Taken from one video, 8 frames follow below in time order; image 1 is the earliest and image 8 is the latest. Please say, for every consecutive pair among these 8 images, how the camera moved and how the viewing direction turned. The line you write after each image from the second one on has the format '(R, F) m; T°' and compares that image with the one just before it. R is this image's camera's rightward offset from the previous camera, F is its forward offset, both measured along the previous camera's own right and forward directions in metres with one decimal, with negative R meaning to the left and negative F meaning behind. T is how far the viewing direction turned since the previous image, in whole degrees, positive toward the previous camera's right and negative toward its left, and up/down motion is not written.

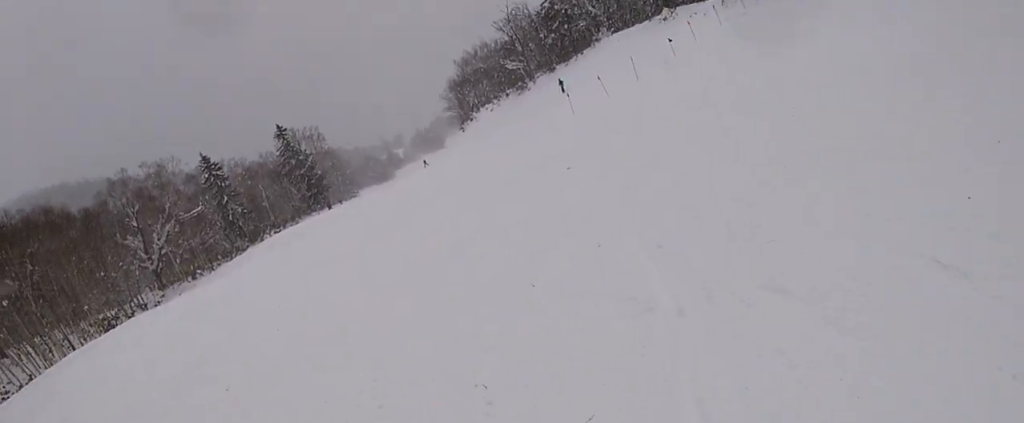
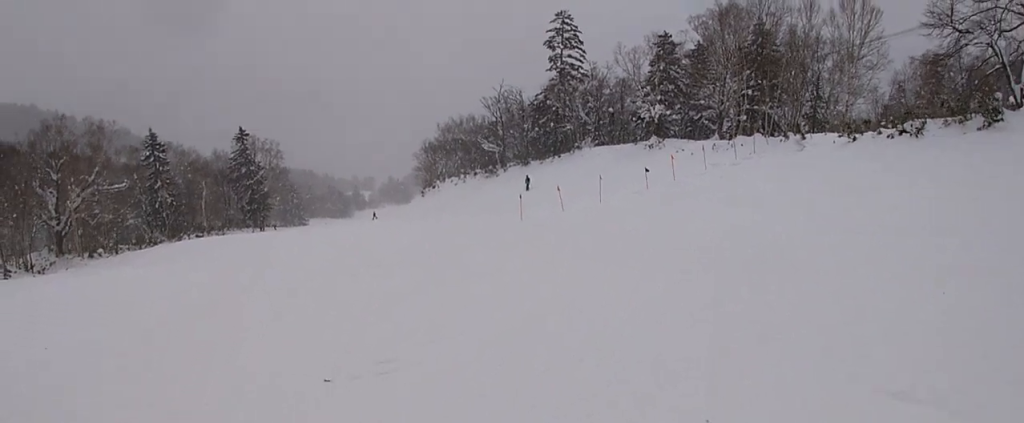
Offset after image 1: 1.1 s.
(-0.4, +5.2) m; -16°
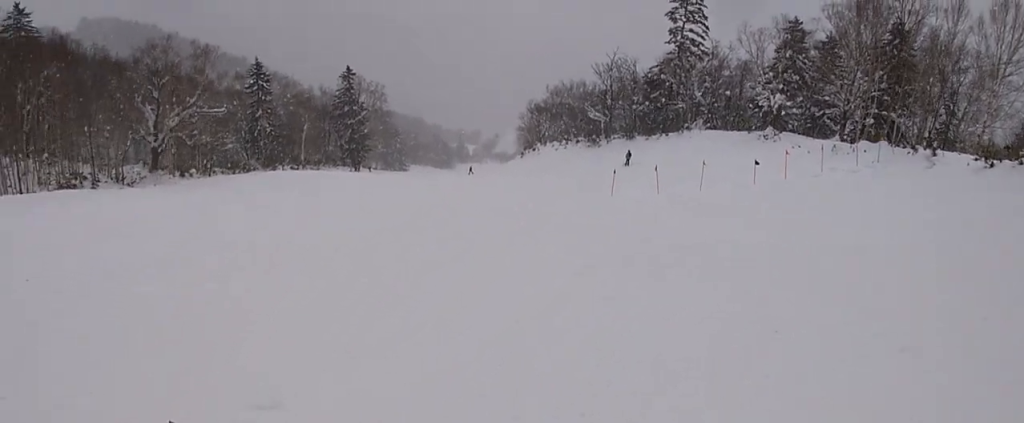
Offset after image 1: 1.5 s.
(-0.4, +2.0) m; -8°
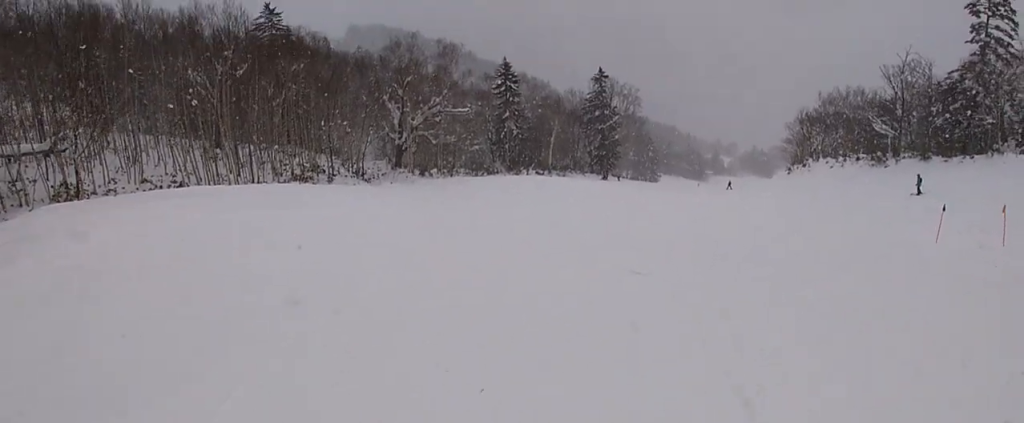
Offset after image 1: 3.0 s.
(-0.8, +7.4) m; -2°
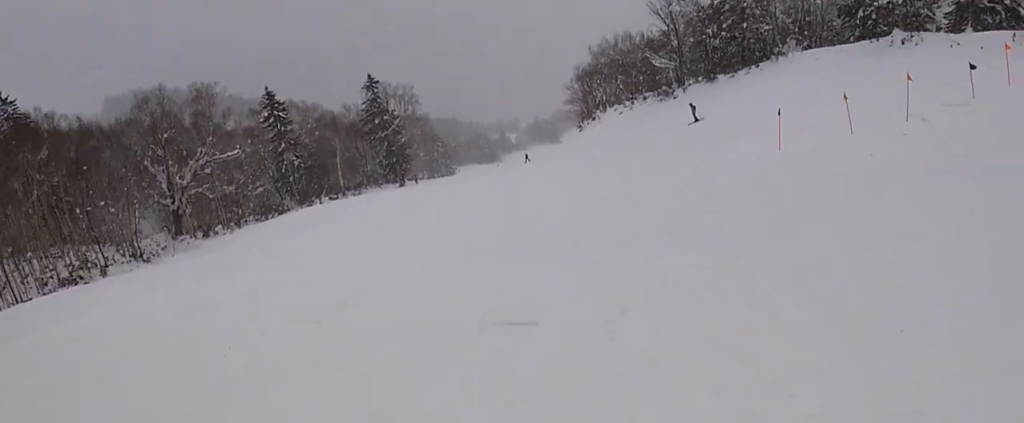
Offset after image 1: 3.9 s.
(0.0, +3.9) m; +13°
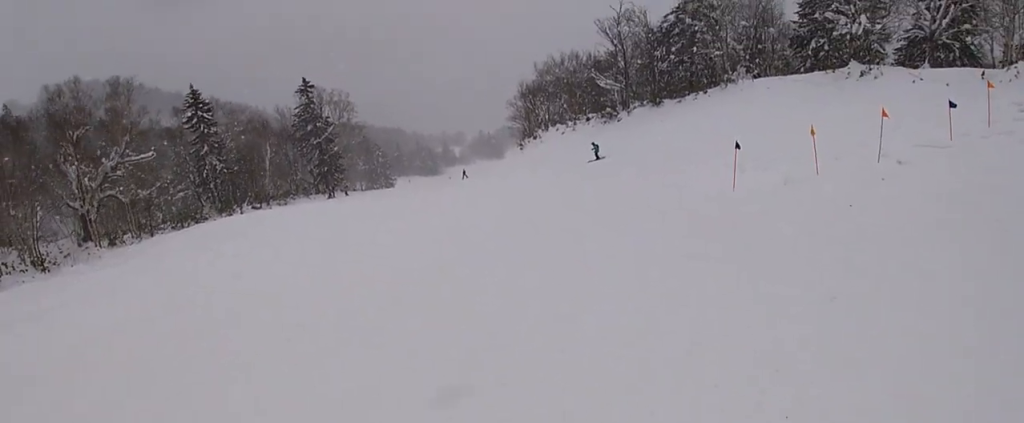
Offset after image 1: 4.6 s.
(+1.0, +3.9) m; -4°
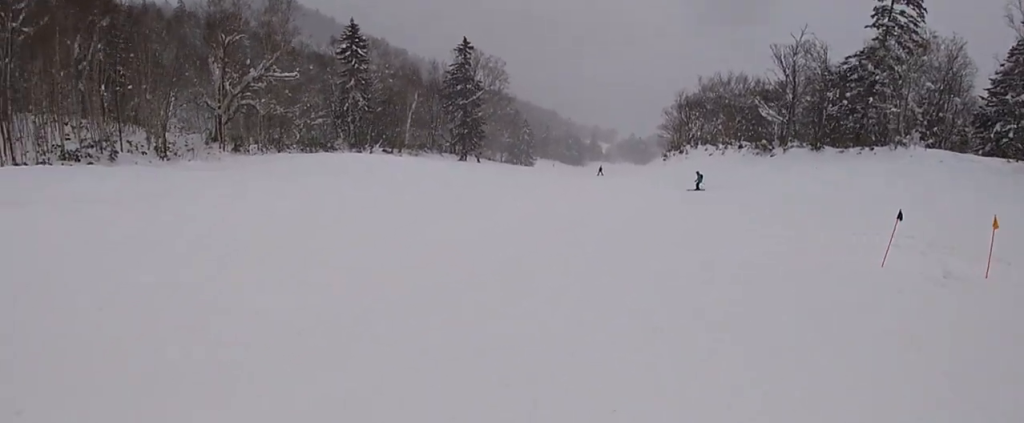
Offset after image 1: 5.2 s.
(-0.4, +2.7) m; -13°
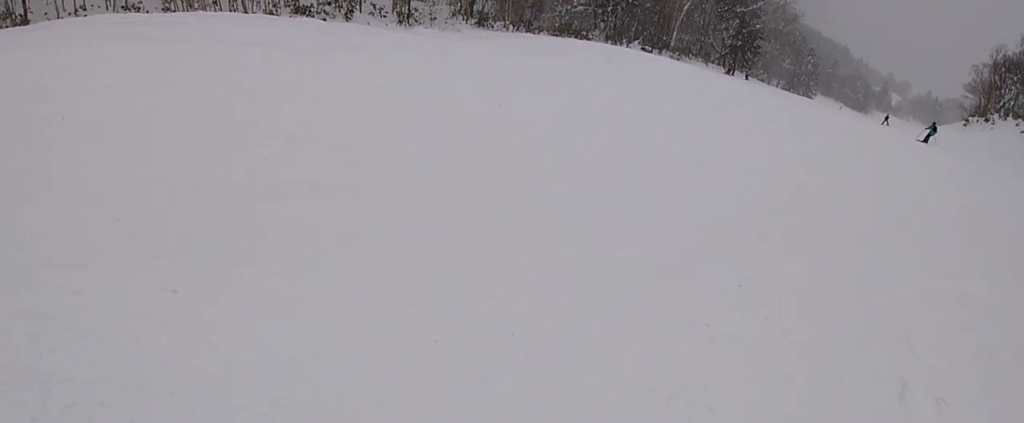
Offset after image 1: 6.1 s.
(-1.2, +4.5) m; -18°
